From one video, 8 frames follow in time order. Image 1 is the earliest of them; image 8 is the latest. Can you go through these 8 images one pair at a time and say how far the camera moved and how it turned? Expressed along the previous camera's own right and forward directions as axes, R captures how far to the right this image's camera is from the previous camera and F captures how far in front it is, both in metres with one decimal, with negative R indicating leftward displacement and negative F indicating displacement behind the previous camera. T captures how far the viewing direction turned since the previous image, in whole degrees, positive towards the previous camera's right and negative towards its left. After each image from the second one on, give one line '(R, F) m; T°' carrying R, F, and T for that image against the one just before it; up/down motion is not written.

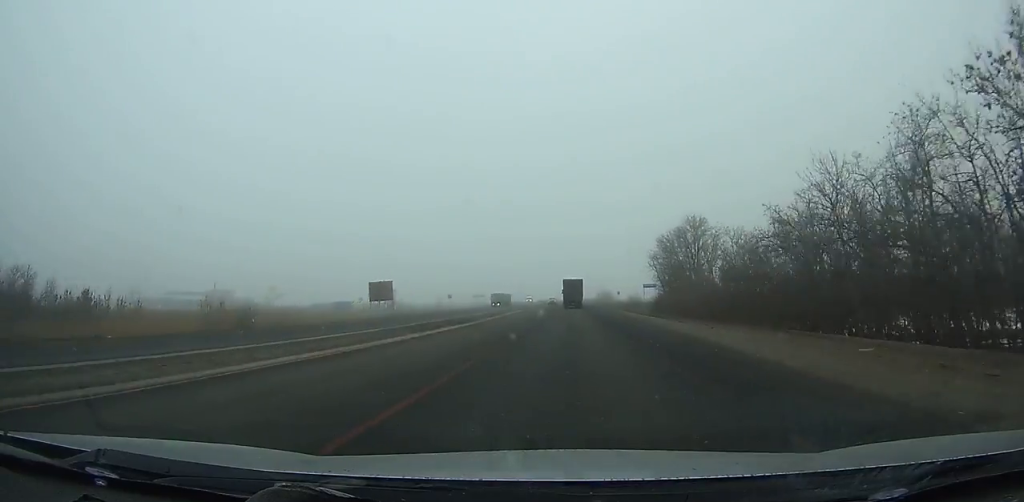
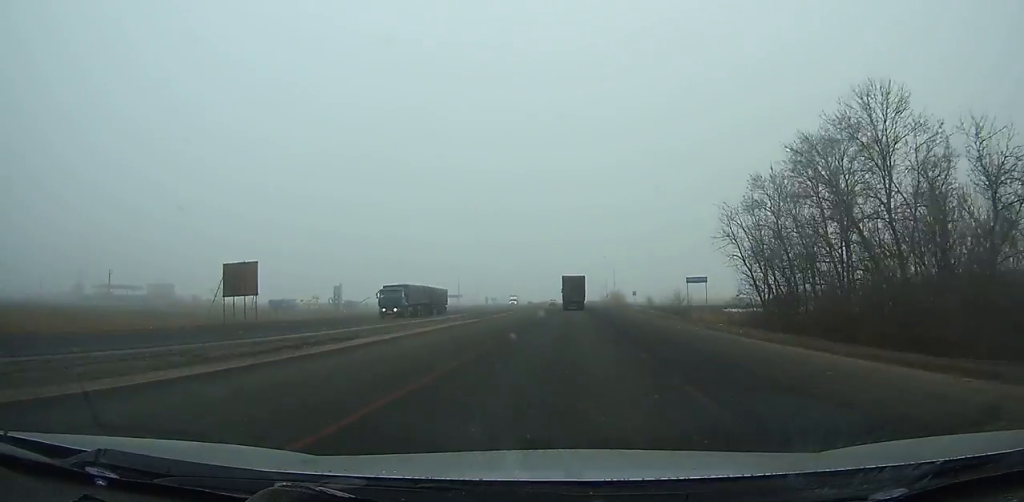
(0.0, +40.2) m; 0°
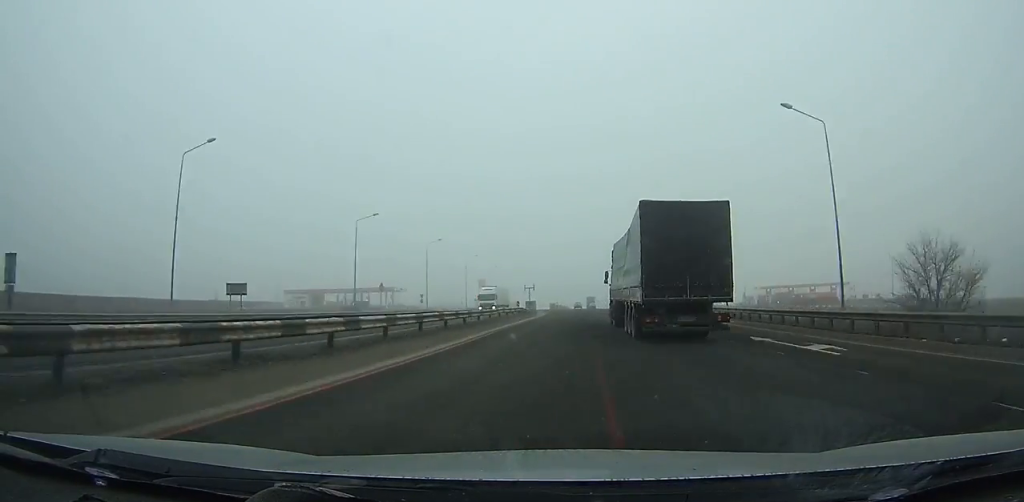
(-1.1, +168.0) m; 0°
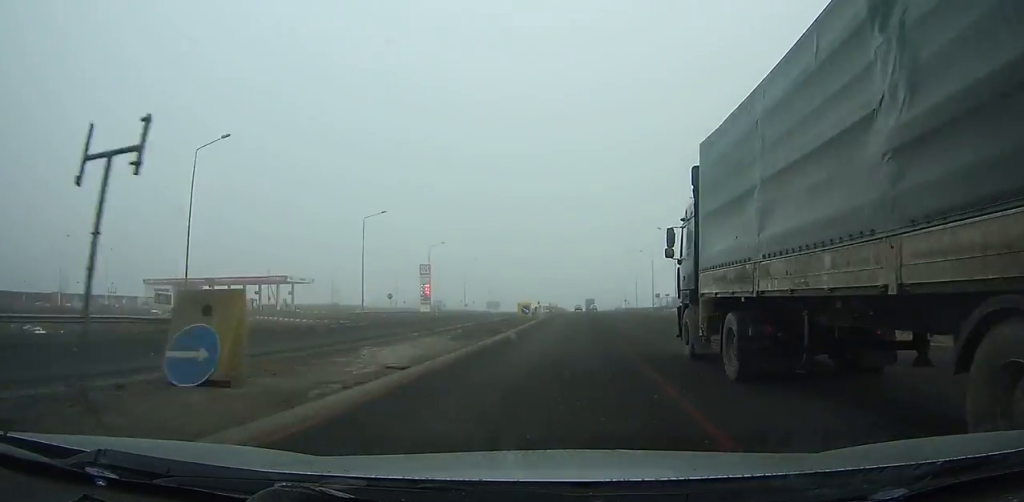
(+0.3, +60.1) m; +1°
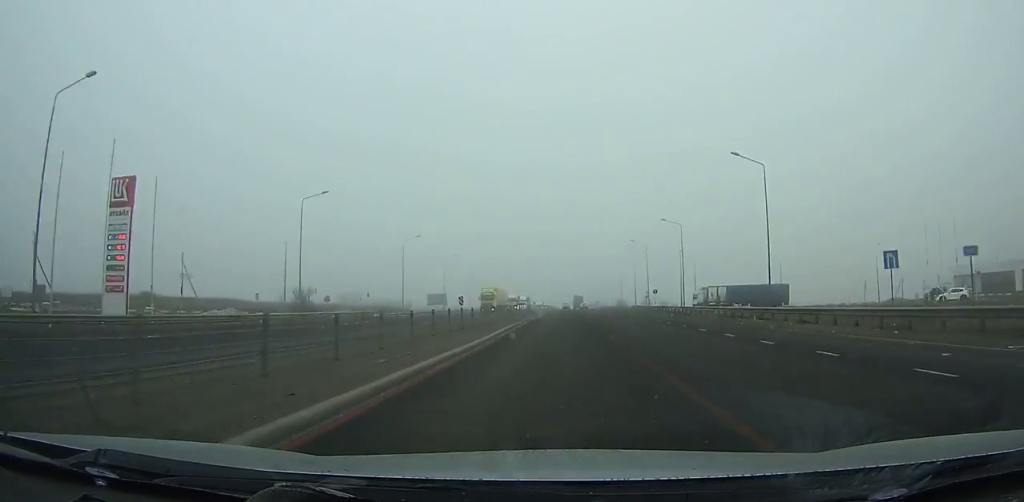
(+0.5, +71.3) m; 0°
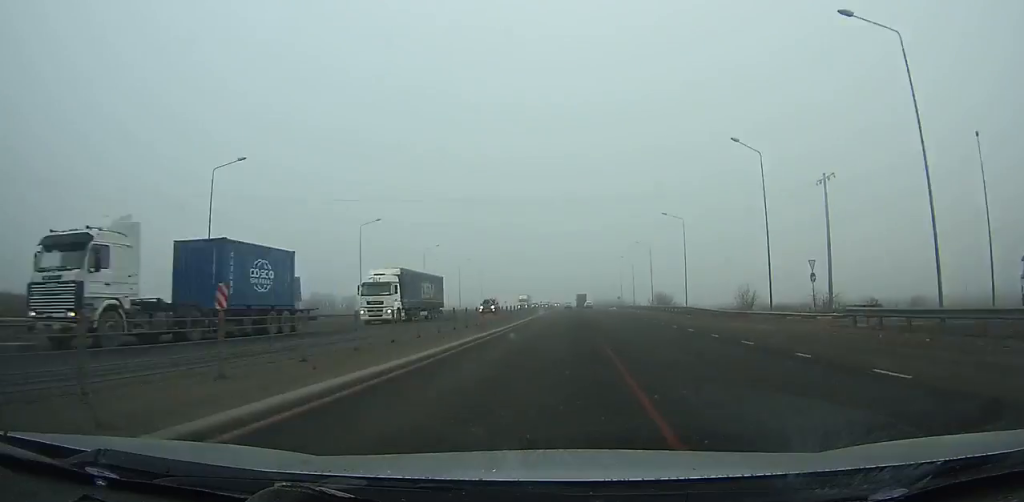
(+0.2, +79.8) m; 0°
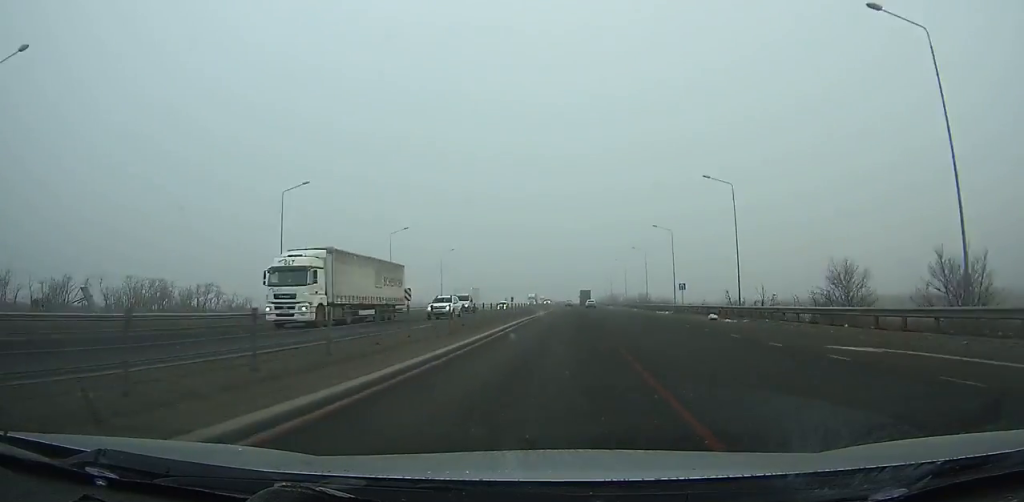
(-0.4, +80.5) m; 0°
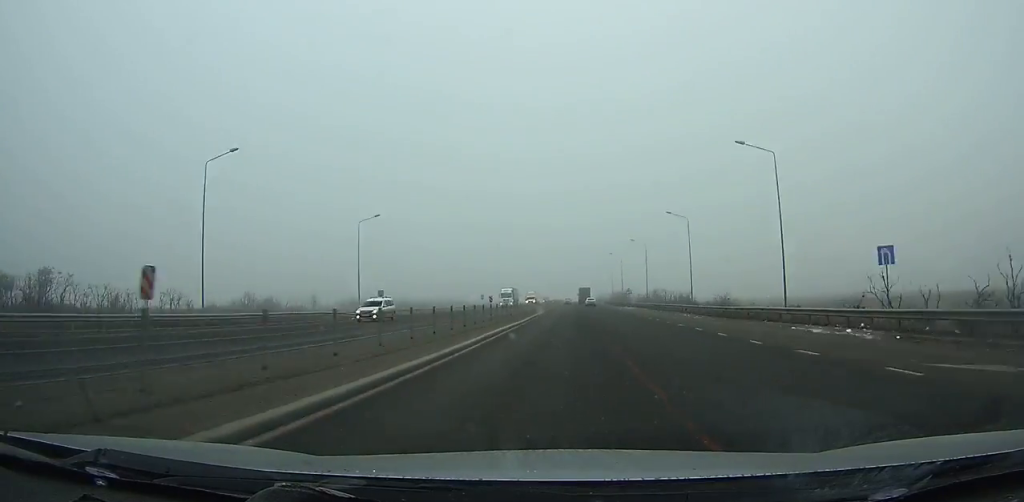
(0.0, +41.9) m; 0°
